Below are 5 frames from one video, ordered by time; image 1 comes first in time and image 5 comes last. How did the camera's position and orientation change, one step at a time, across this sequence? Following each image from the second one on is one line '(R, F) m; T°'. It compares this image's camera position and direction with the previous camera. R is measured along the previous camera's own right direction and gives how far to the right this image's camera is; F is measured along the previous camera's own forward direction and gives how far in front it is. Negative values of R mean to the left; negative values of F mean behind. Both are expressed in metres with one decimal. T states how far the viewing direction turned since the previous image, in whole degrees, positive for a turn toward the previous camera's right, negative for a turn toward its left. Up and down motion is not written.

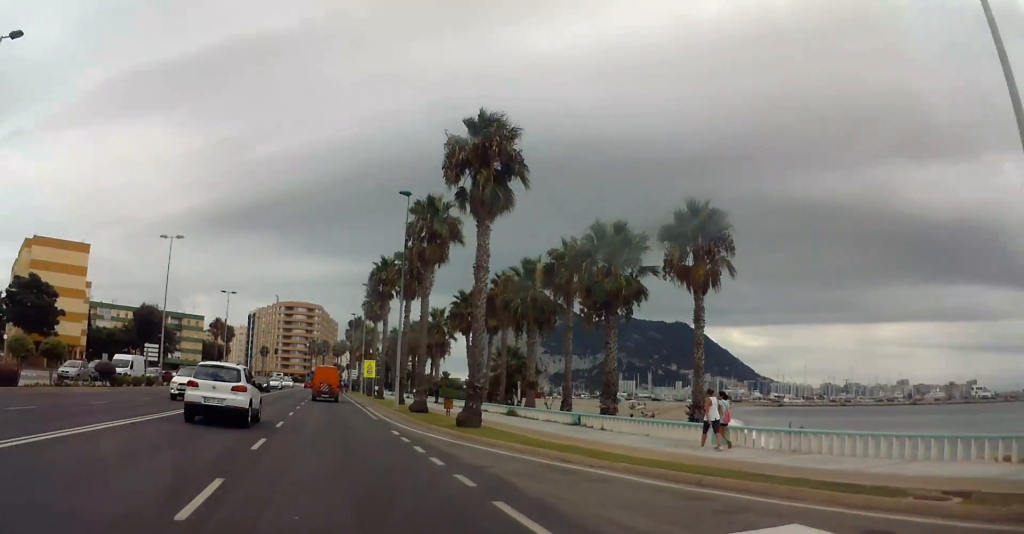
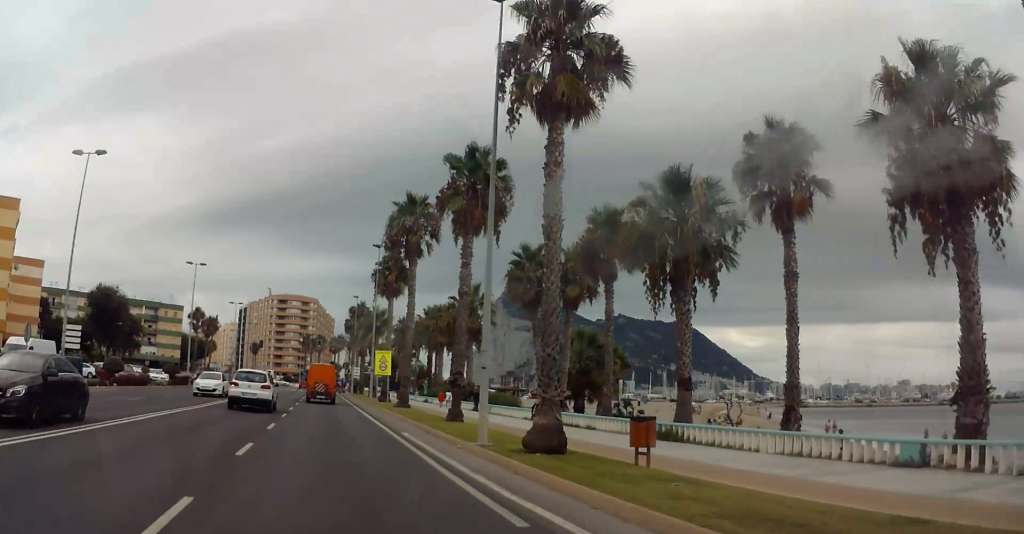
(0.0, +21.1) m; 0°
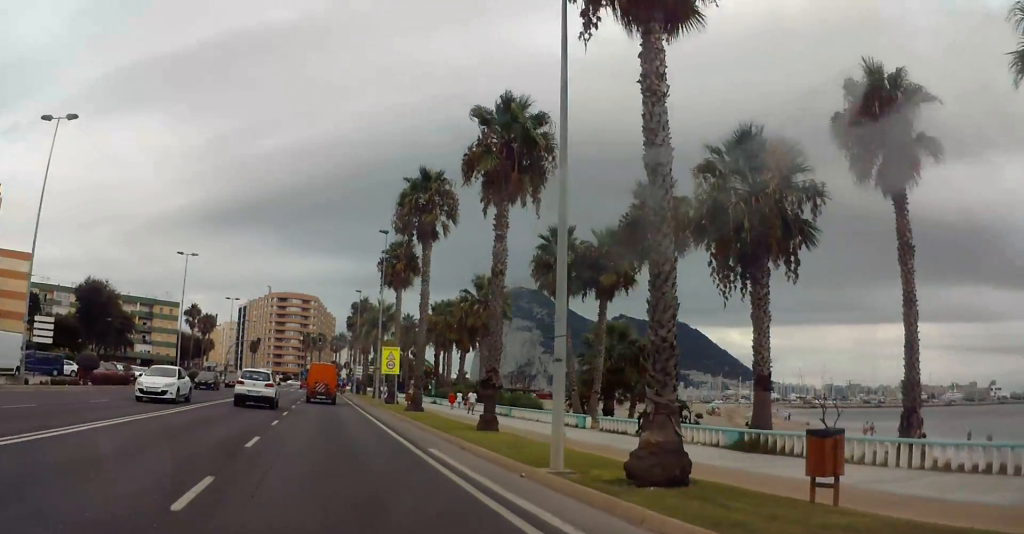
(0.0, +5.5) m; 0°
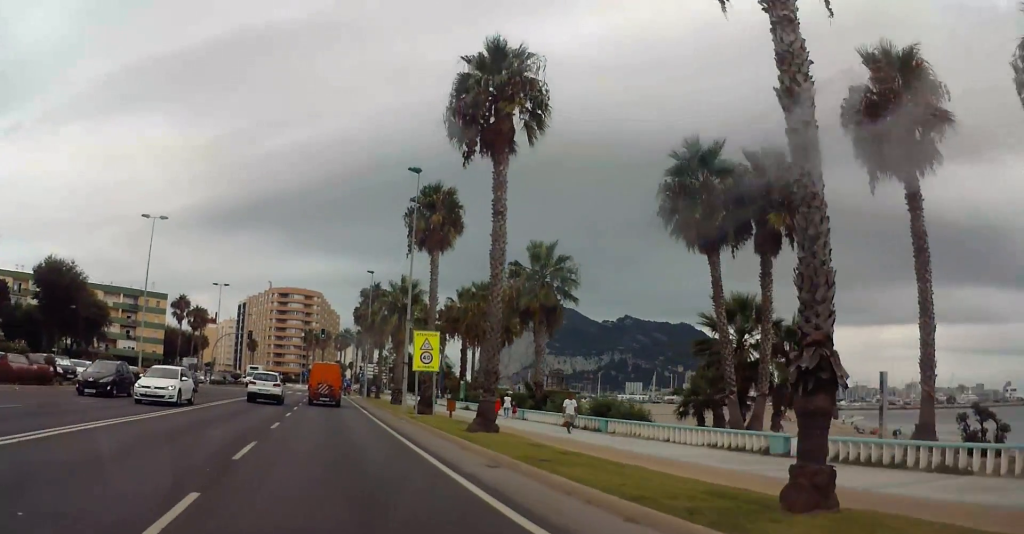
(+0.2, +14.7) m; +3°
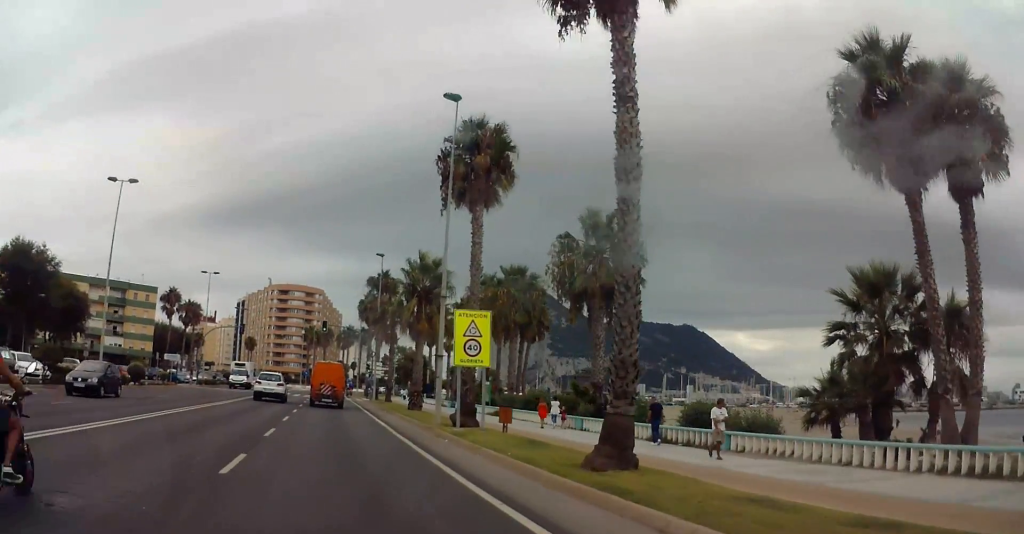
(+0.1, +9.5) m; +1°
